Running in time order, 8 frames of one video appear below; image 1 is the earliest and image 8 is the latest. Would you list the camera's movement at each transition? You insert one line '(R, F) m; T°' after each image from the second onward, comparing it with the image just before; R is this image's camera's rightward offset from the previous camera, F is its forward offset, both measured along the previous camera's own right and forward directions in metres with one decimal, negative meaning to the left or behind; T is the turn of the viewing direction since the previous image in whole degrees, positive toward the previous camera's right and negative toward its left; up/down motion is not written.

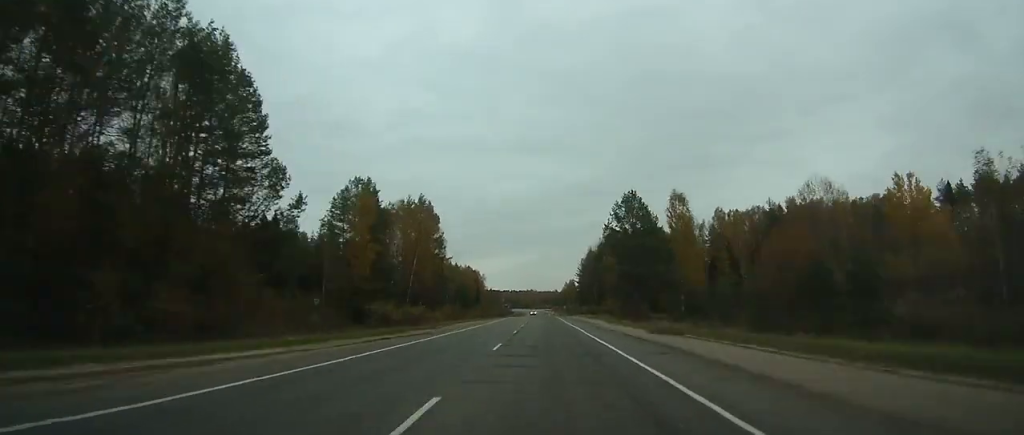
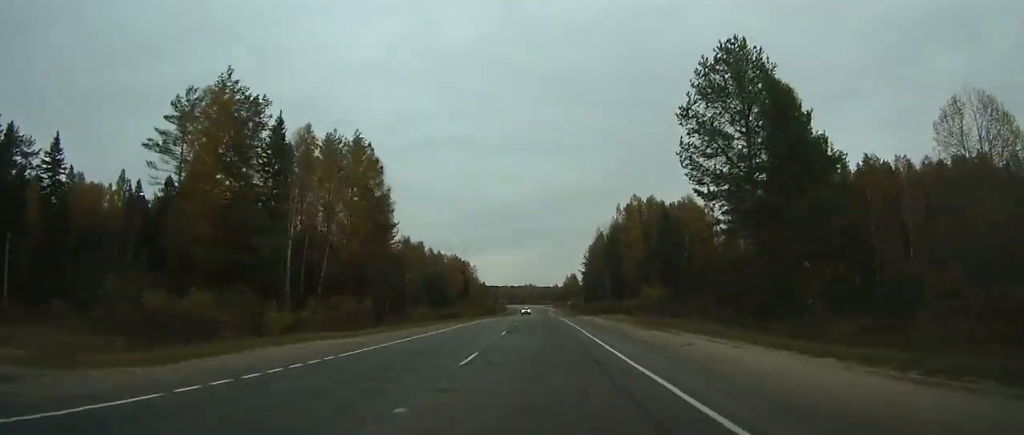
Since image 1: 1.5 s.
(-0.3, +41.4) m; 0°
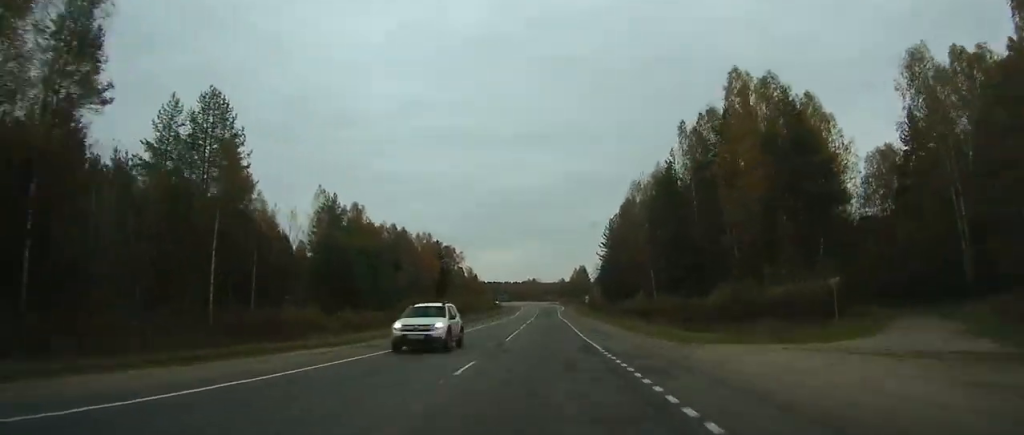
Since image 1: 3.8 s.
(-0.2, +59.3) m; 0°
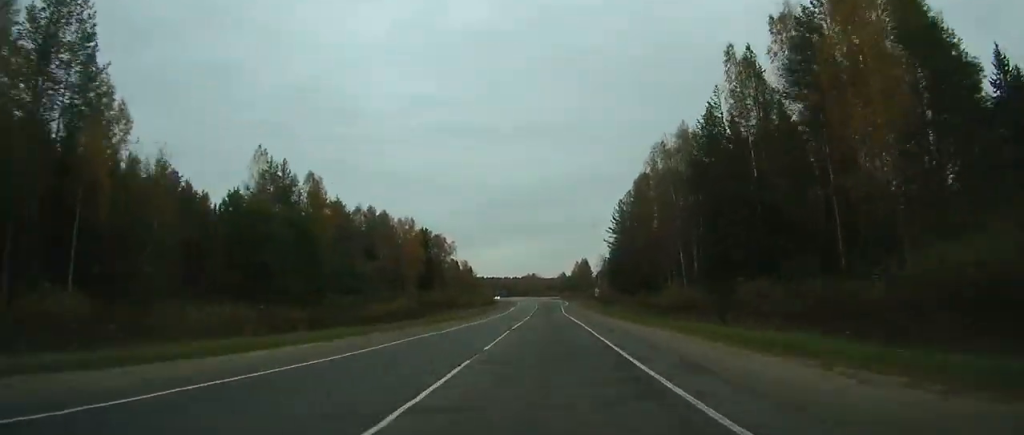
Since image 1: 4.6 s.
(0.0, +20.6) m; 0°
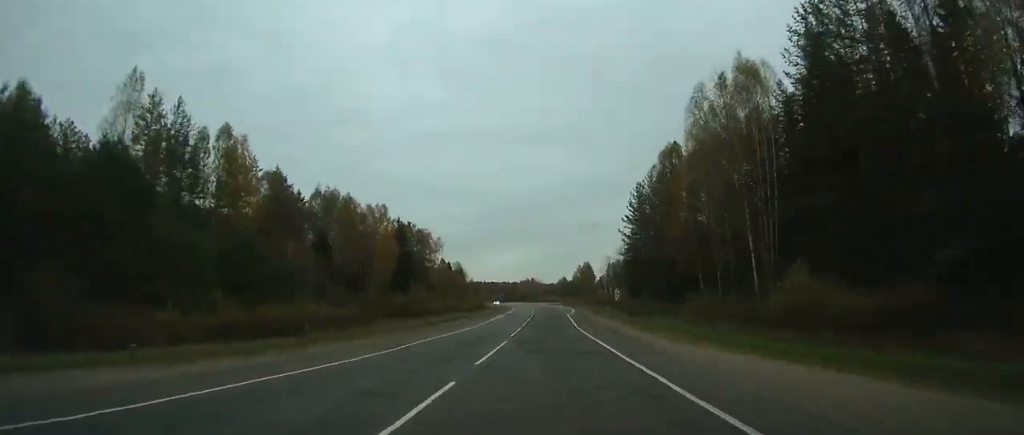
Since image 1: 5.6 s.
(0.0, +25.7) m; 0°
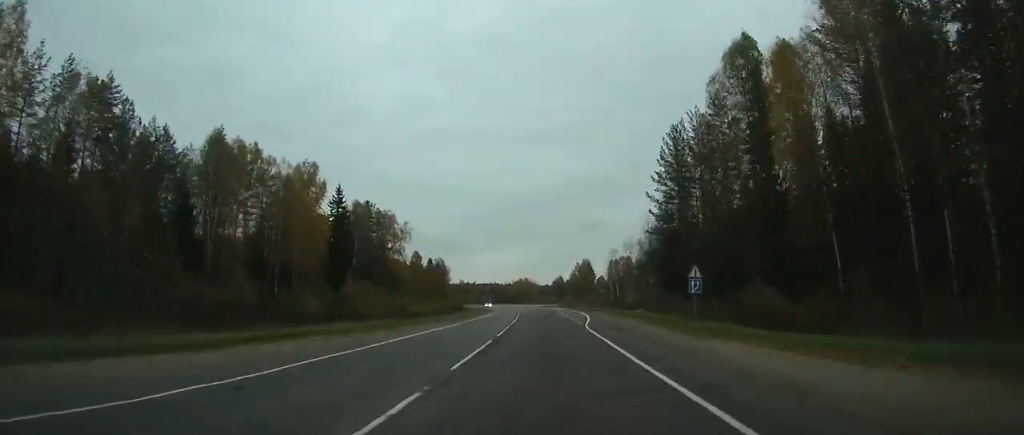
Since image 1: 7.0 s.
(-0.1, +37.4) m; 0°
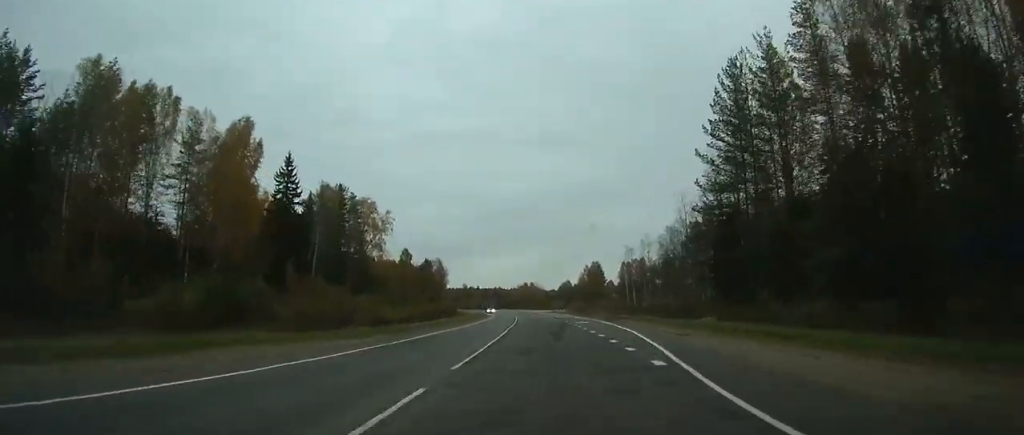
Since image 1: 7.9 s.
(0.0, +24.1) m; 0°
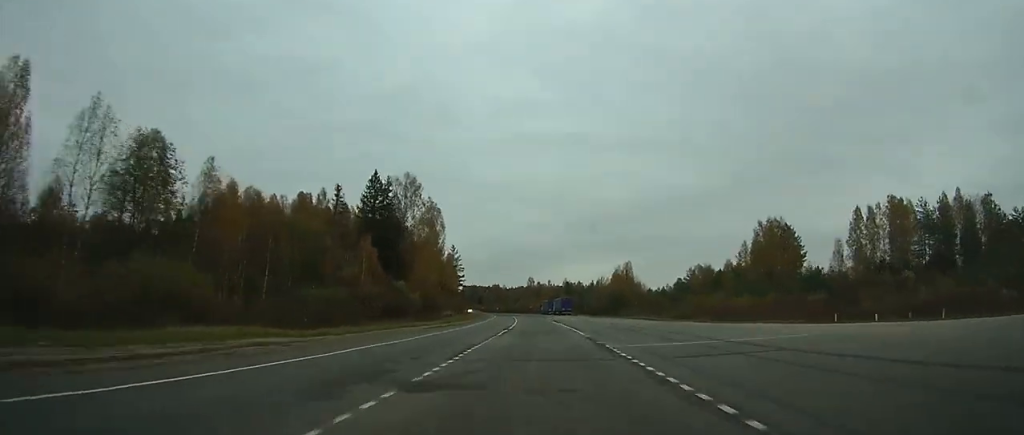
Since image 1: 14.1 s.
(-7.7, +165.7) m; -6°
